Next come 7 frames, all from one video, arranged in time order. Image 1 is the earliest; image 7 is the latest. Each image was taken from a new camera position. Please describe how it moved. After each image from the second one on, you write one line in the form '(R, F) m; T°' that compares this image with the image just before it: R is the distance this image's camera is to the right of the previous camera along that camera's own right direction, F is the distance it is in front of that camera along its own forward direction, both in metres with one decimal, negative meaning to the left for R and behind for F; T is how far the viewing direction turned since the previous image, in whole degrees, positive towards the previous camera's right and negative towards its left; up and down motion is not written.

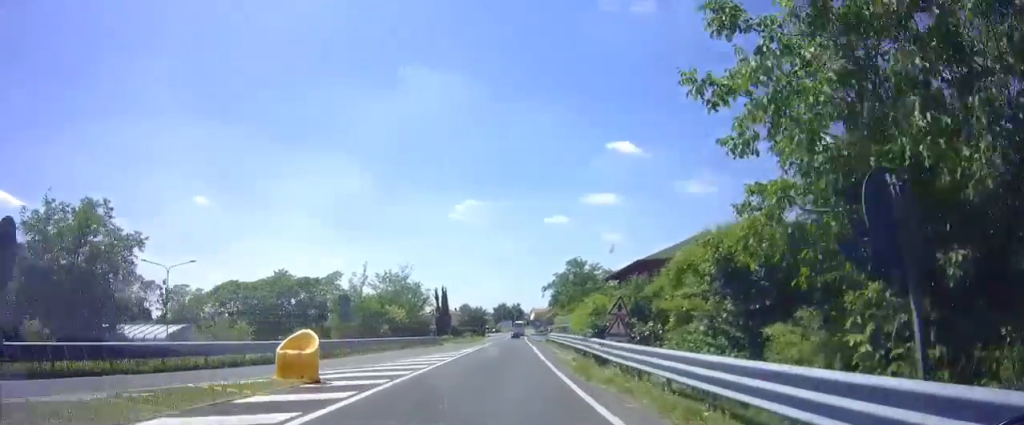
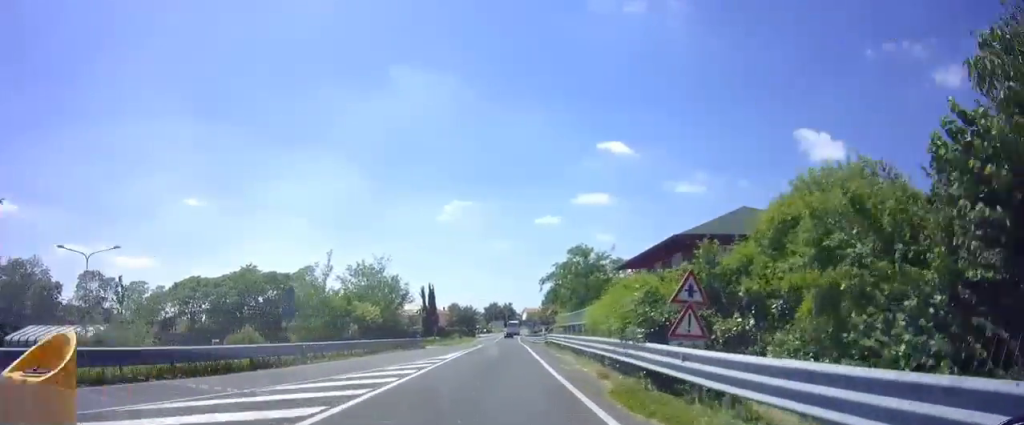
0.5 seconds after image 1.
(+0.3, +7.3) m; +2°
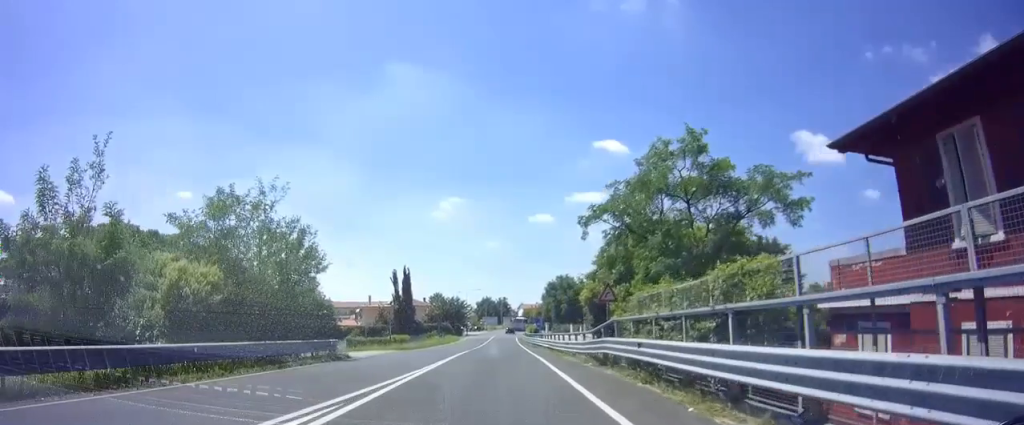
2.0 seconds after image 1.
(0.0, +23.4) m; 0°
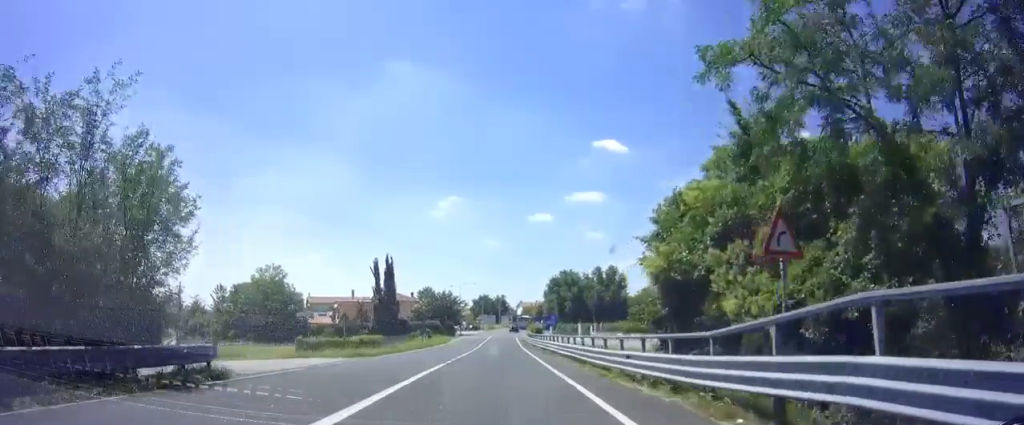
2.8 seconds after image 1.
(0.0, +12.1) m; 0°
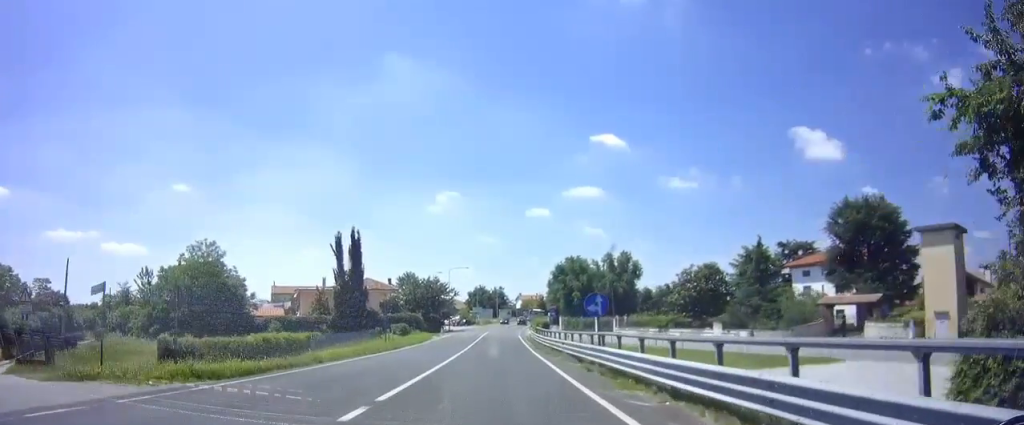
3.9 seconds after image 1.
(0.0, +17.1) m; 0°
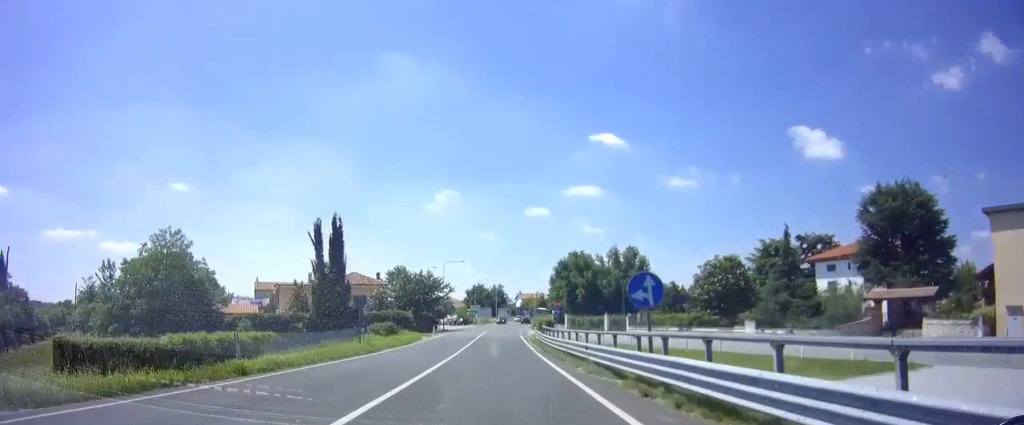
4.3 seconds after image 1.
(0.0, +6.5) m; 0°
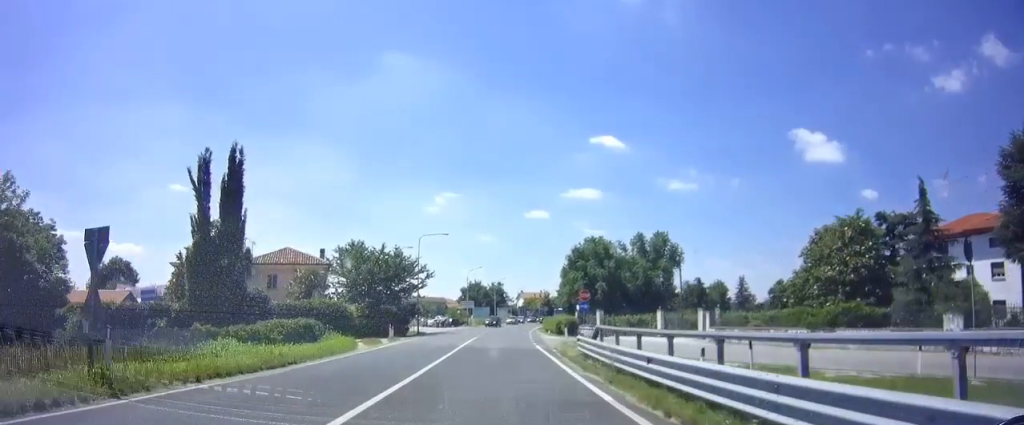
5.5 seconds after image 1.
(0.0, +20.8) m; +2°
